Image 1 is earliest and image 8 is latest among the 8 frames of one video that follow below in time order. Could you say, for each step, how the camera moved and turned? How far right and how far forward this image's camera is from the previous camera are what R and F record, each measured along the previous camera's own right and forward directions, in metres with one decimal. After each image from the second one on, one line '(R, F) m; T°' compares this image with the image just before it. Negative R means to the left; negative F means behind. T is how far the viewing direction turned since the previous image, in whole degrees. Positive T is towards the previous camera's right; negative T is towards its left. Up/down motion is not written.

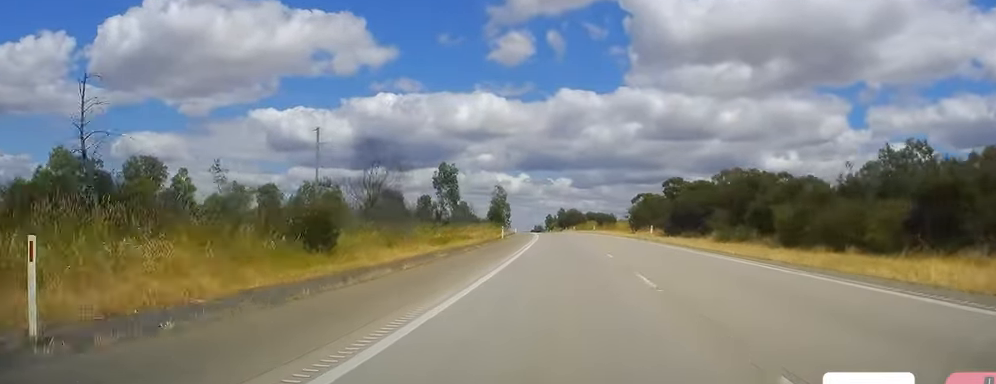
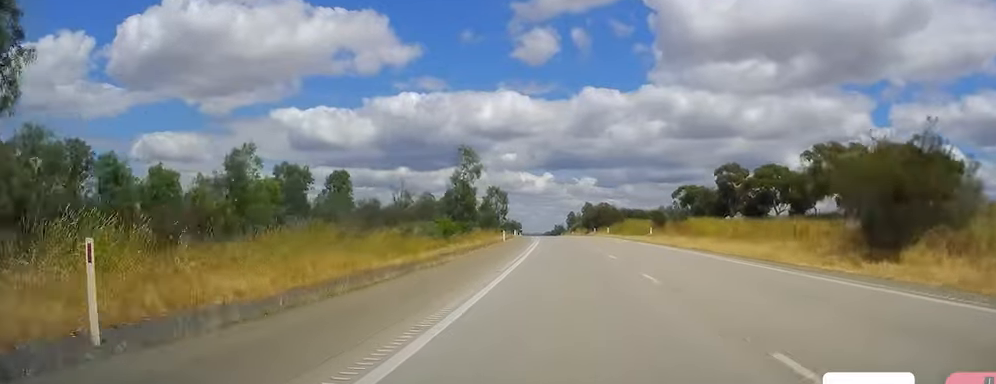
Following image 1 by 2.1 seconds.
(-1.7, +59.2) m; -3°
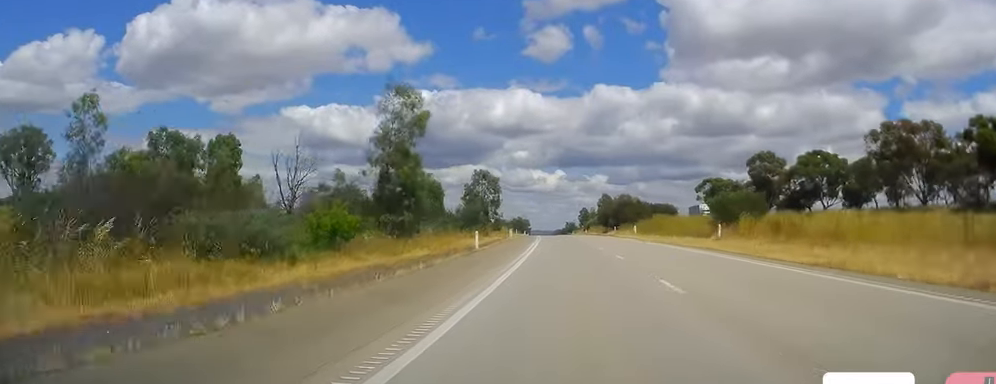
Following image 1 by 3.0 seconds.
(-0.2, +26.7) m; 0°
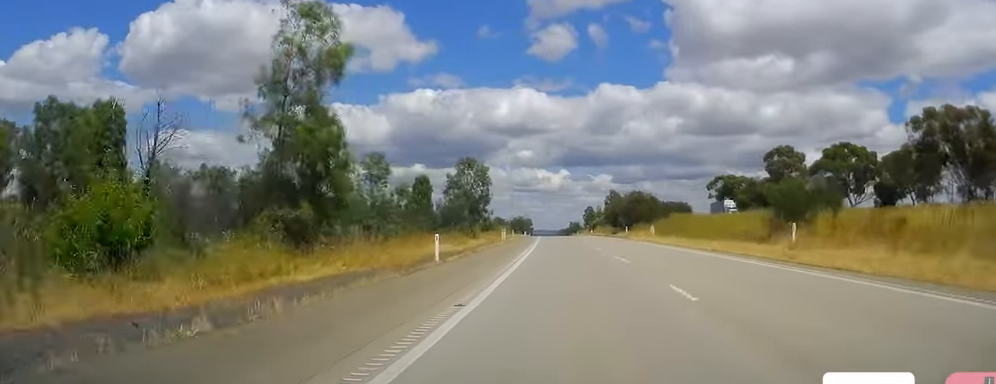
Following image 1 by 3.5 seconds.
(0.0, +13.4) m; 0°
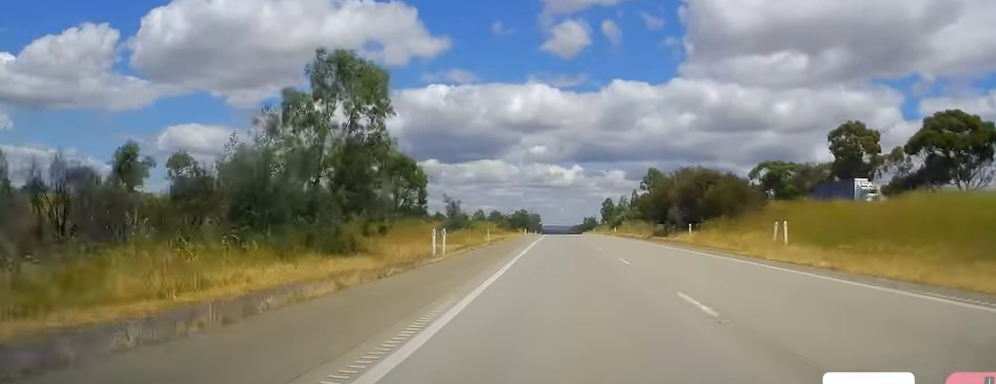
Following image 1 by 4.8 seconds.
(-0.3, +38.4) m; -1°
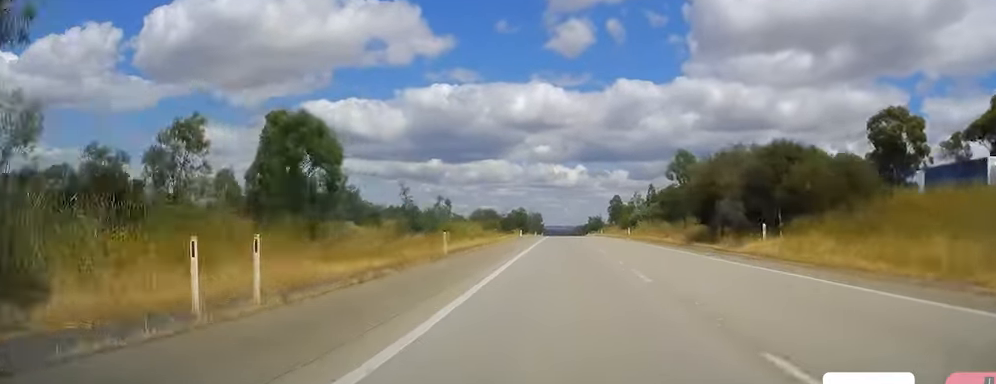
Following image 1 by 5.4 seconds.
(-0.2, +18.4) m; -1°
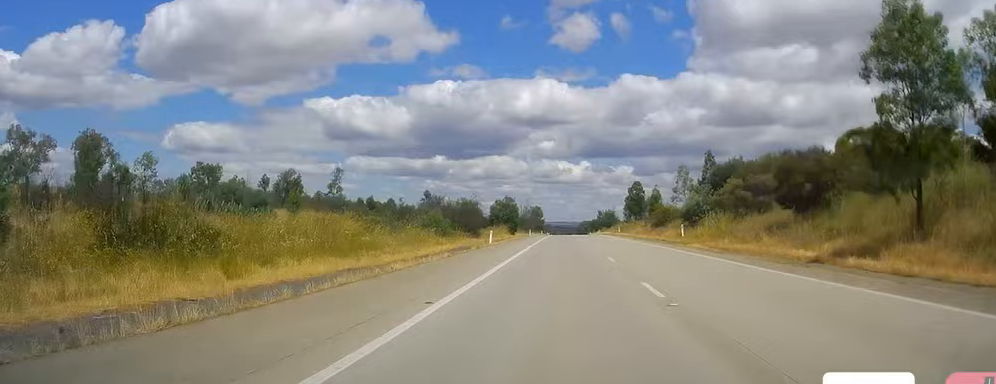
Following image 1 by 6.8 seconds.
(-0.1, +39.5) m; 0°
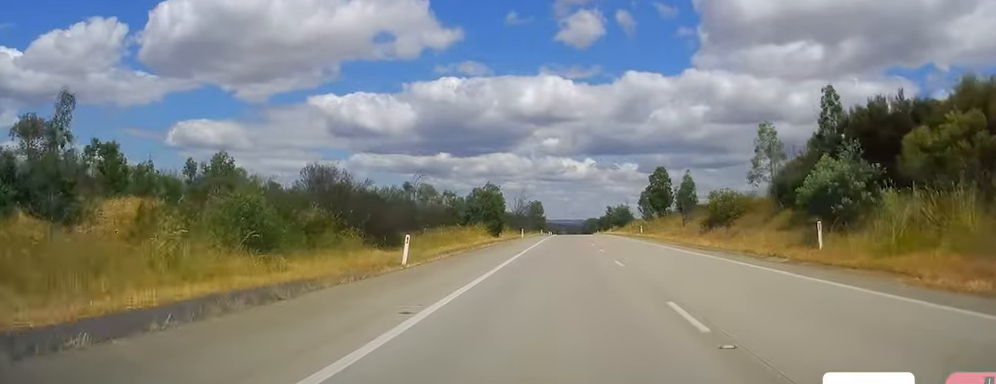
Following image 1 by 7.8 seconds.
(-0.1, +27.9) m; -1°
